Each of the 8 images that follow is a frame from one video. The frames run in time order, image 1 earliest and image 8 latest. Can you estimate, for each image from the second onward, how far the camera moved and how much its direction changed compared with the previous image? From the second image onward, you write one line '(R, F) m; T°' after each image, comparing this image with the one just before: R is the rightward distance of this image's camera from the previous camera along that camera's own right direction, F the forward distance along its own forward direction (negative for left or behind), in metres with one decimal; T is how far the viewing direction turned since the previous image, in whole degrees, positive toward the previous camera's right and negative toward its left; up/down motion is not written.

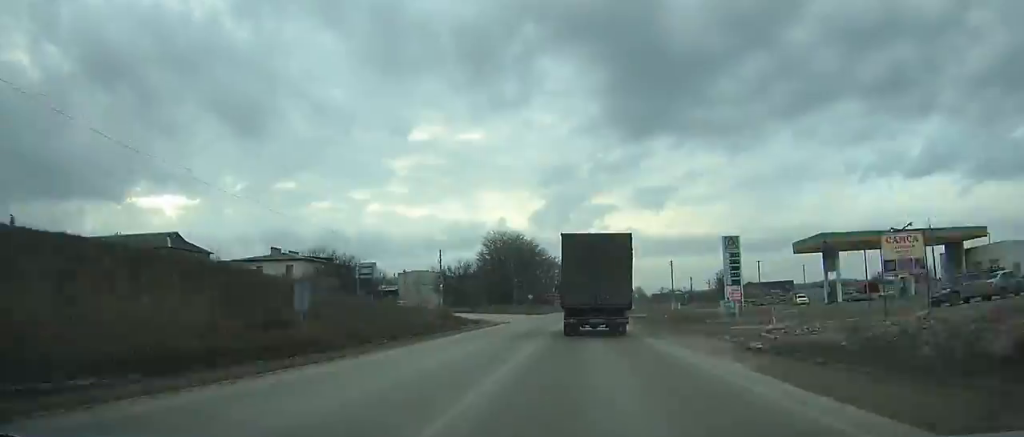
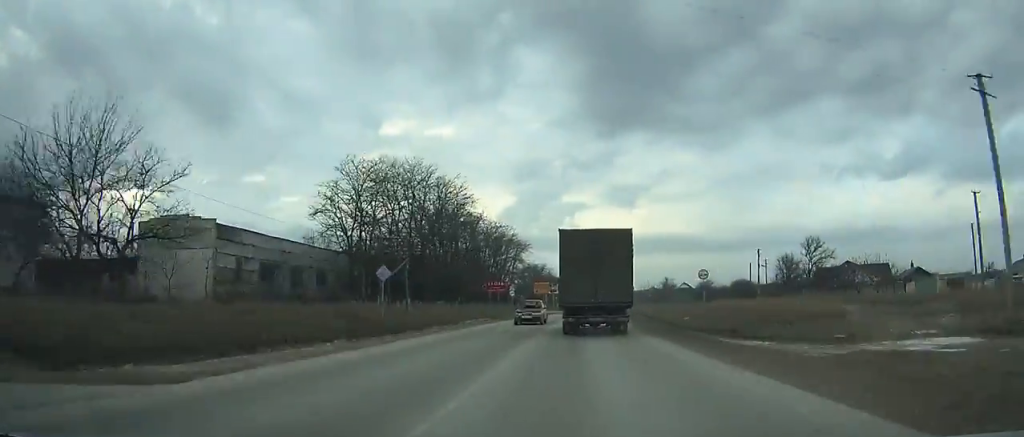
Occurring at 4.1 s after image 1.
(+2.0, +71.2) m; +3°
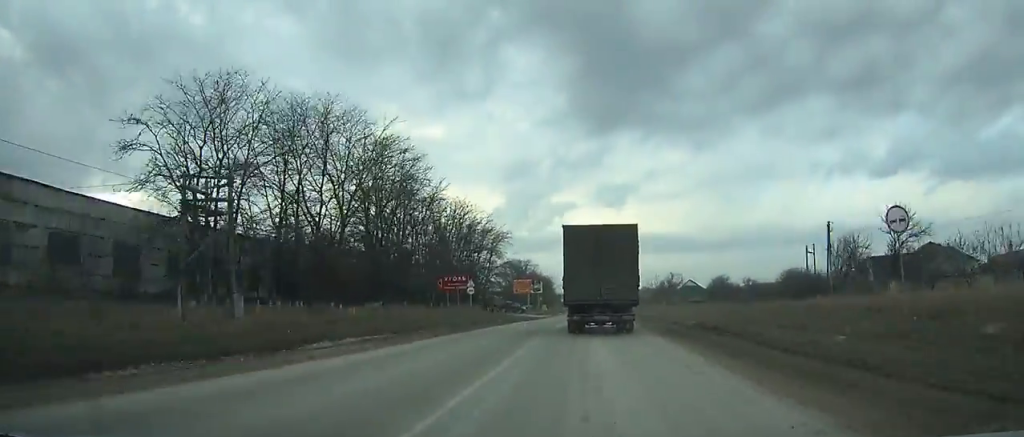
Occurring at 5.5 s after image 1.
(+0.3, +24.1) m; +1°
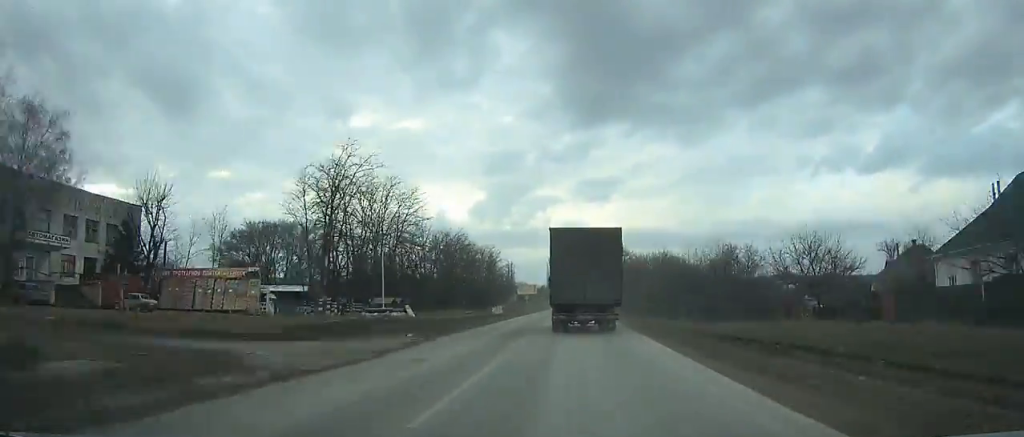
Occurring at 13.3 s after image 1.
(+0.6, +130.0) m; 0°
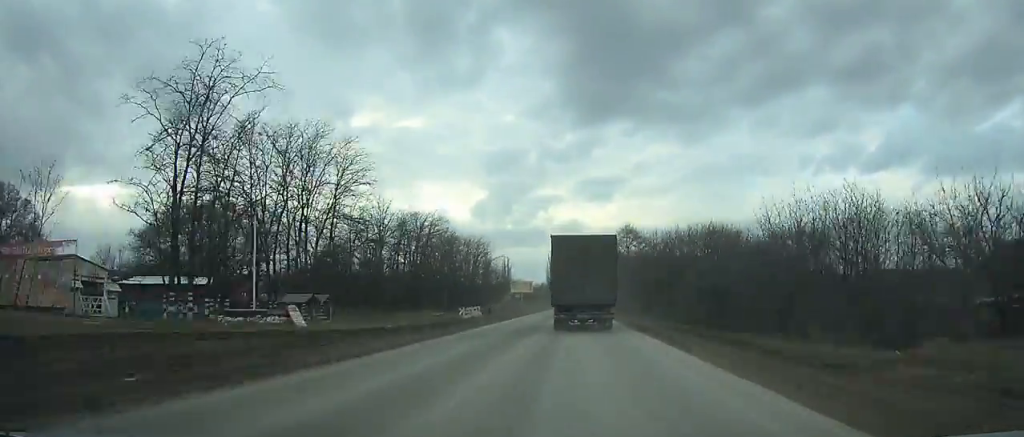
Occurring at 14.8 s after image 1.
(+0.1, +24.2) m; 0°
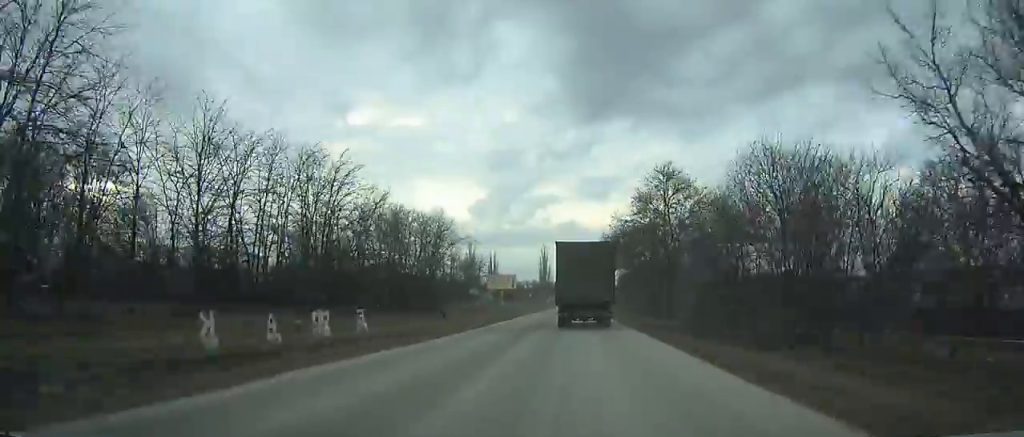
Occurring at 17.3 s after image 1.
(+0.3, +40.1) m; +1°
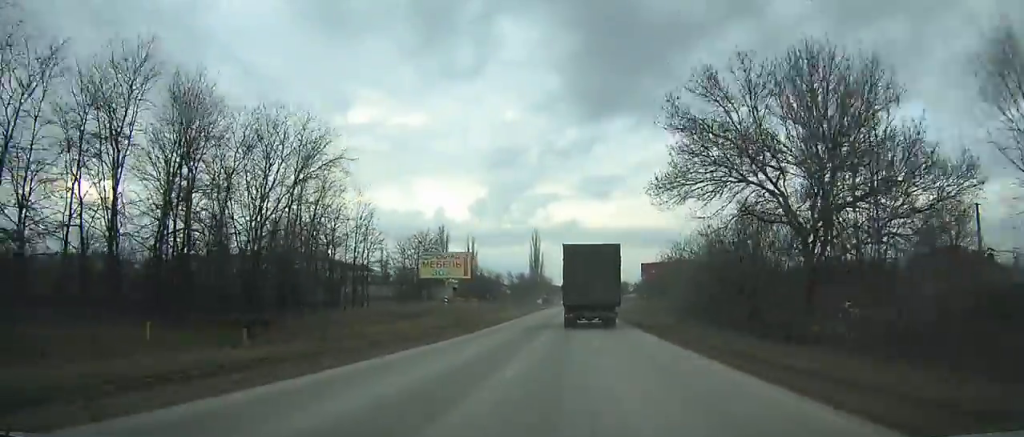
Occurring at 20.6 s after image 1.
(+0.2, +52.5) m; 0°
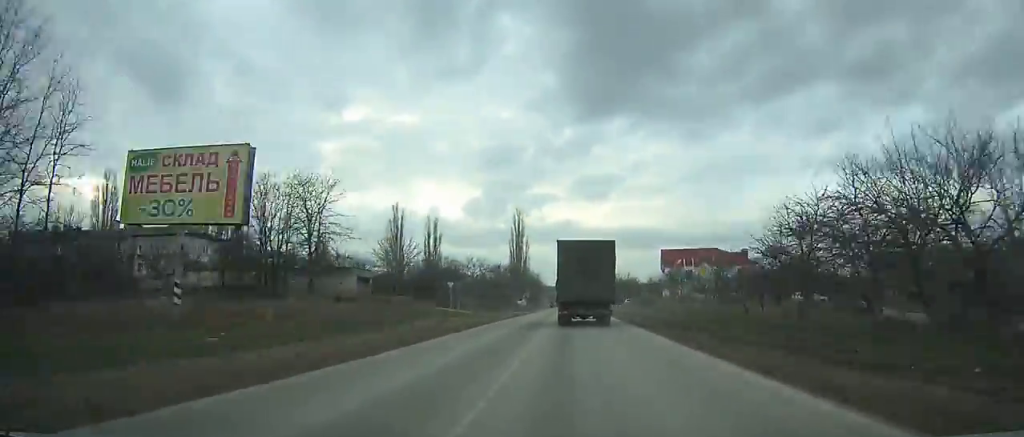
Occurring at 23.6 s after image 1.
(-0.1, +47.2) m; 0°
